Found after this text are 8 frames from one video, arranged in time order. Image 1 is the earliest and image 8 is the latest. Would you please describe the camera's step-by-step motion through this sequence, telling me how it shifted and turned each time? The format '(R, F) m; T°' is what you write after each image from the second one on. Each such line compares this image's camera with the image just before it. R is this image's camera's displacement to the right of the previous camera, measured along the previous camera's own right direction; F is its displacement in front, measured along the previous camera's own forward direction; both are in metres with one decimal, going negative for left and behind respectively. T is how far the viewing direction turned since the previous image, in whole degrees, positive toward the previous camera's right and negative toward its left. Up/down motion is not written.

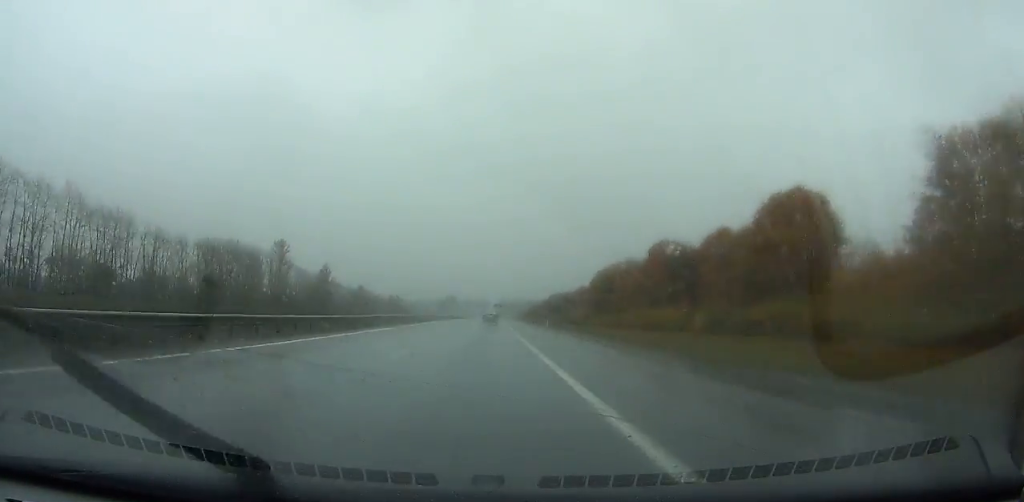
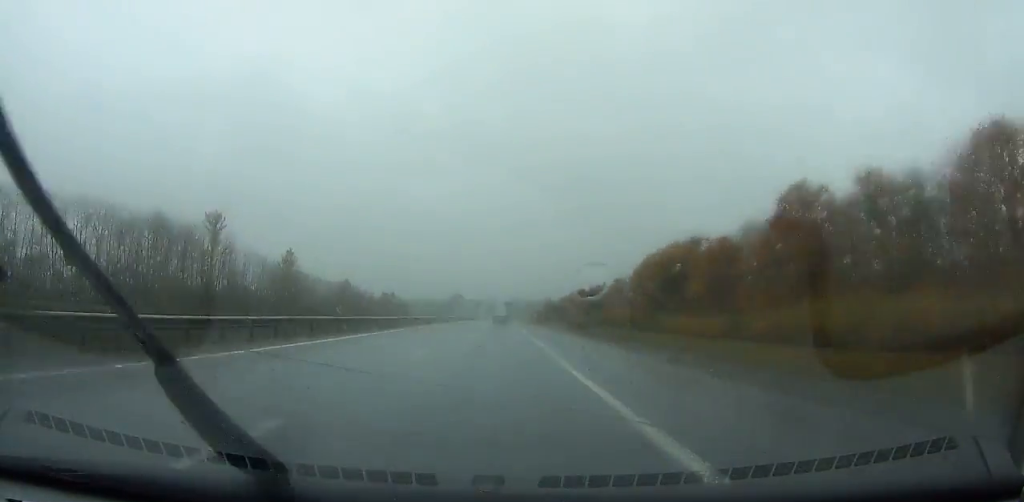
(-0.1, +46.2) m; 0°
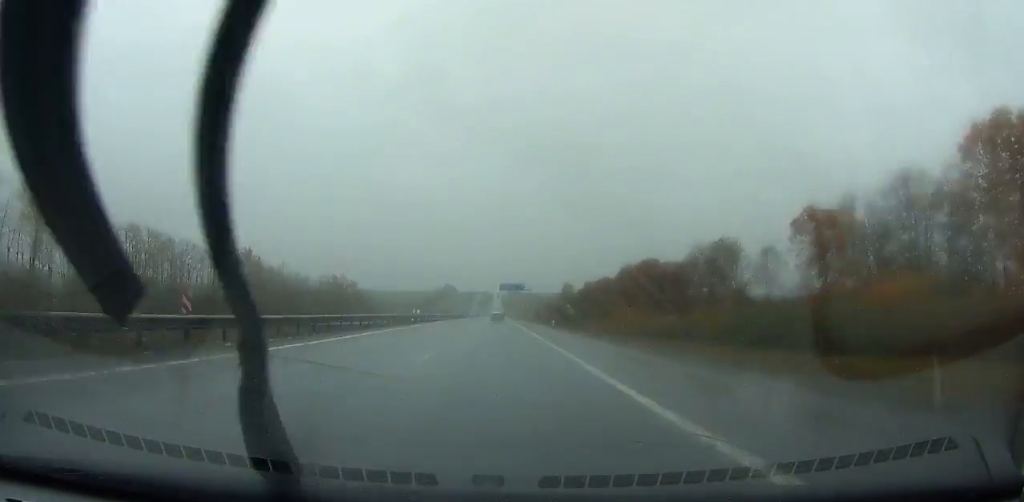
(+0.2, +97.5) m; 0°
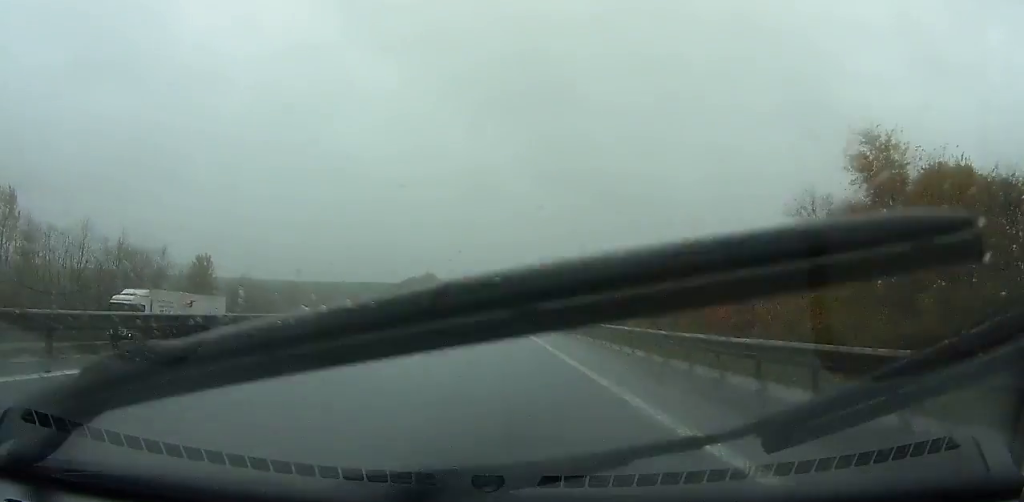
(+0.5, +180.1) m; 0°
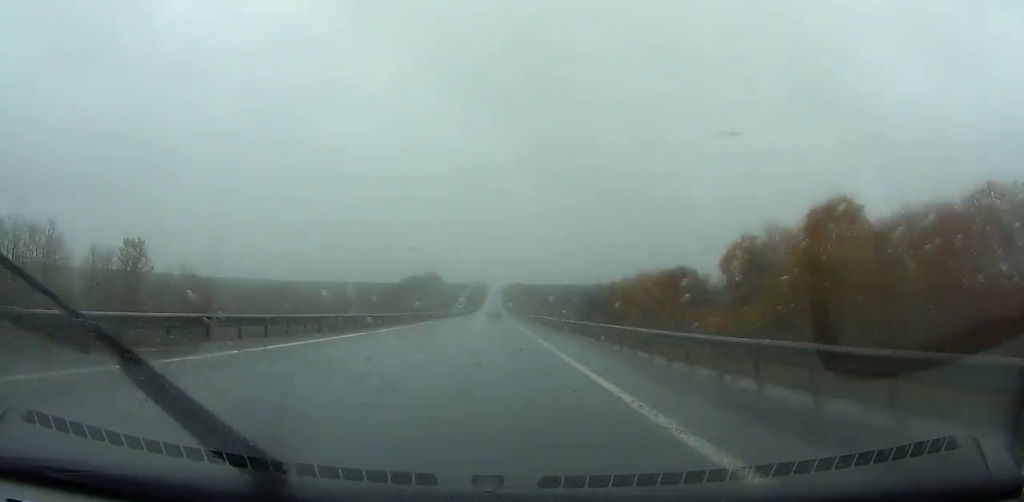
(0.0, +37.0) m; 0°
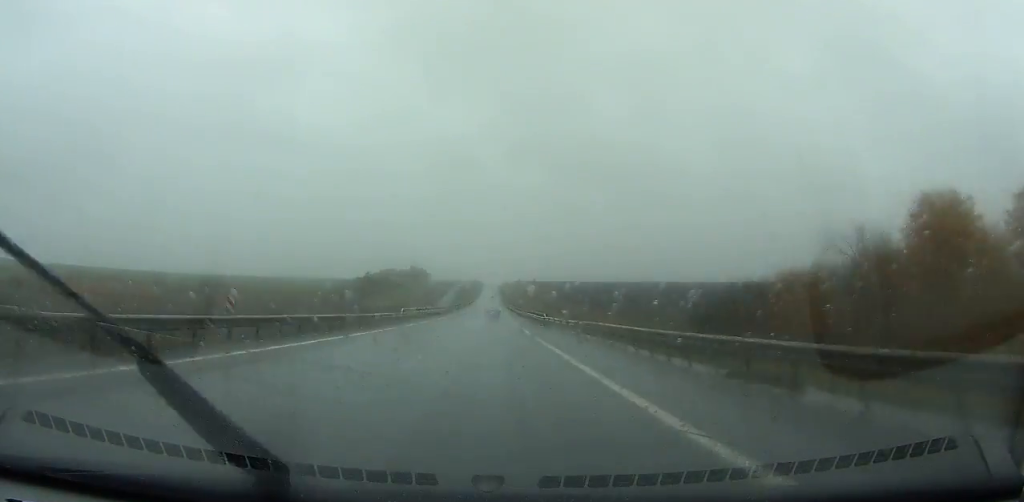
(+0.3, +109.7) m; 0°
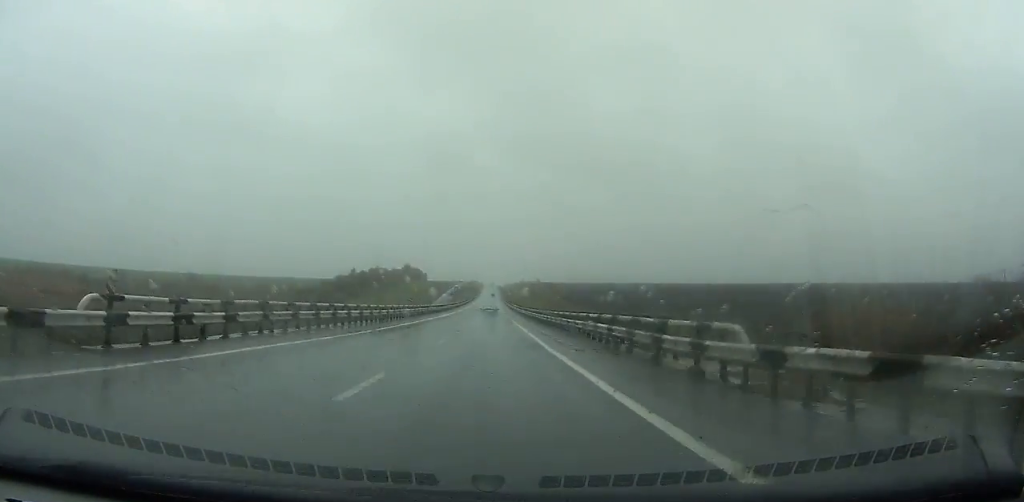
(-0.1, +40.9) m; 0°
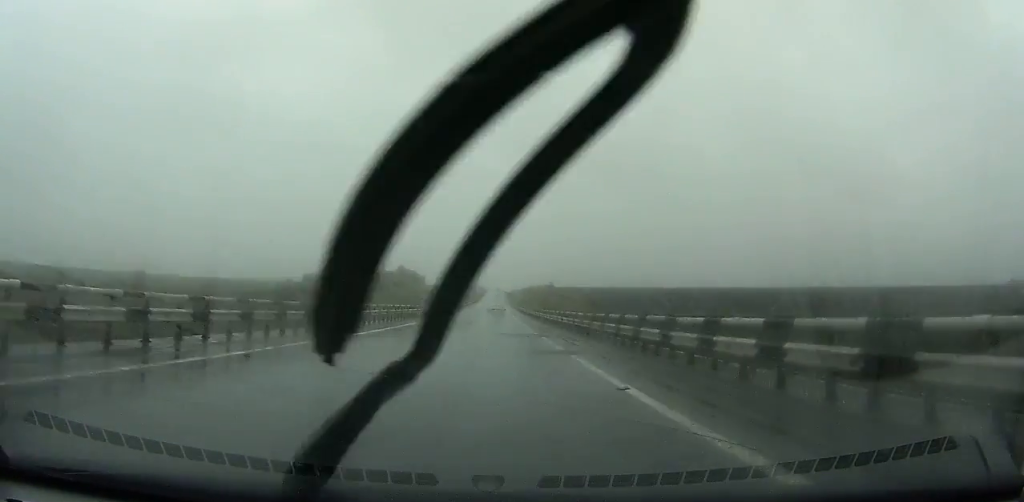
(-0.1, +61.5) m; 0°
